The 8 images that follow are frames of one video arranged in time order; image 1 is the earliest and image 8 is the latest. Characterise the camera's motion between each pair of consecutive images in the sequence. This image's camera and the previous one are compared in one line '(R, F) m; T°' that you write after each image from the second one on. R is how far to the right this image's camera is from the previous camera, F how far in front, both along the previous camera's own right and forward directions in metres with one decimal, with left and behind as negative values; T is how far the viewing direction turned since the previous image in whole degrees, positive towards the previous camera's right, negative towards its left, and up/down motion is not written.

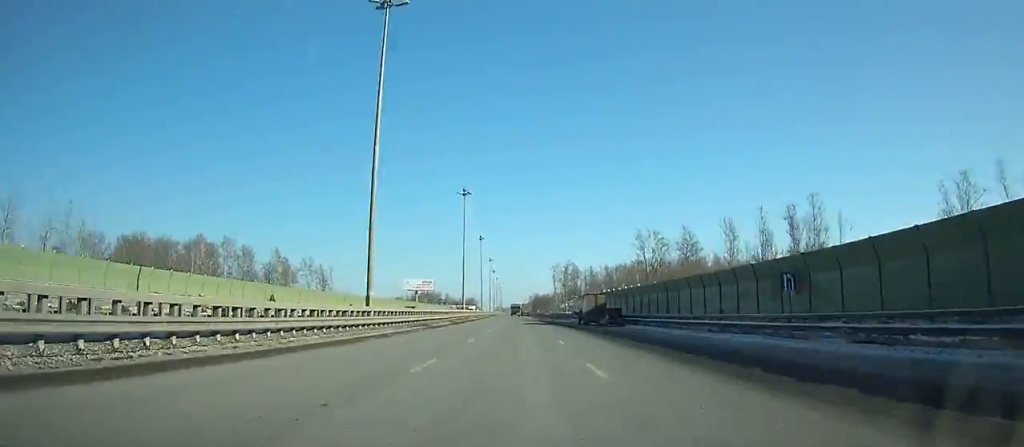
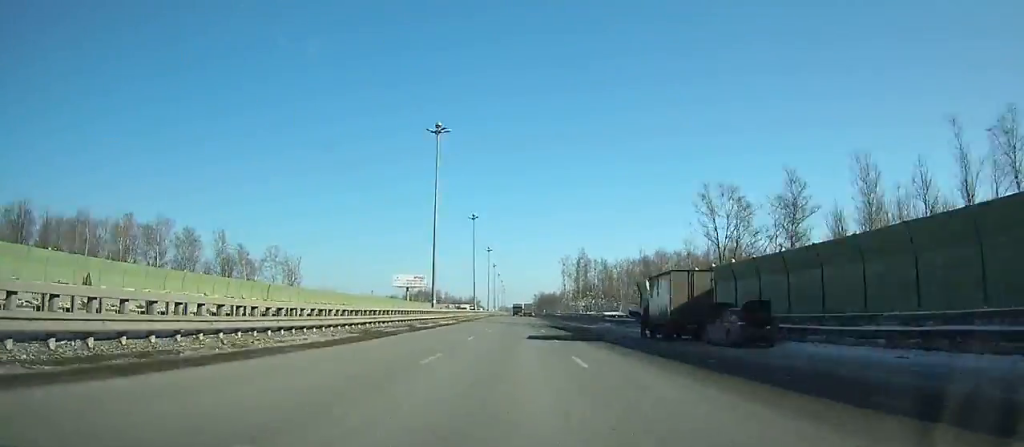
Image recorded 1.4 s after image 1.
(-0.1, +33.8) m; -1°
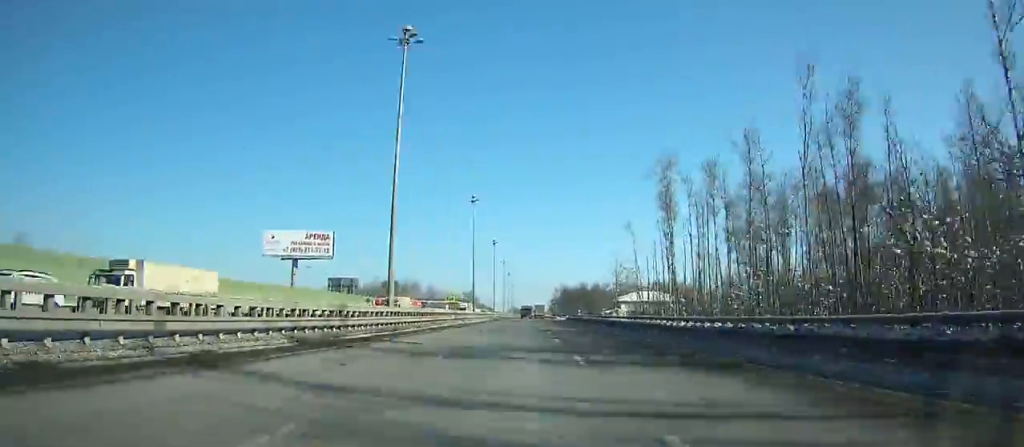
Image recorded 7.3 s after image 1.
(-2.6, +142.8) m; -1°
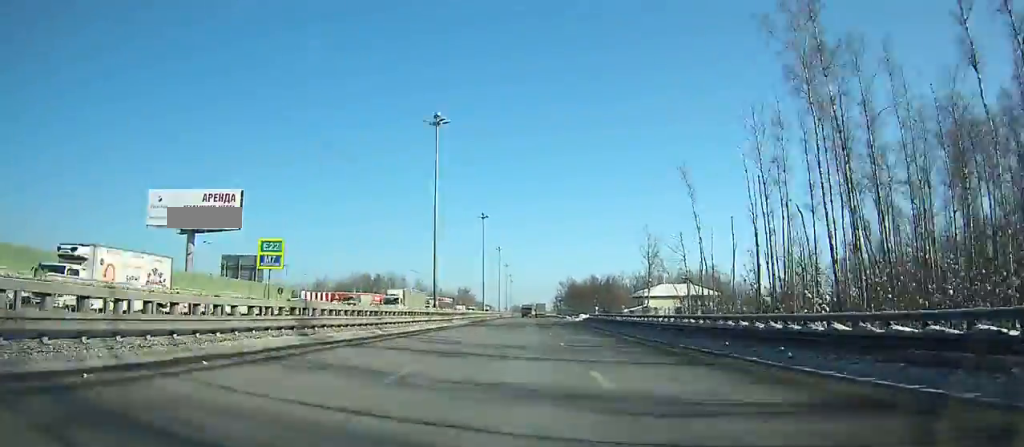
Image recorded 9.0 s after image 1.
(+0.1, +41.6) m; 0°
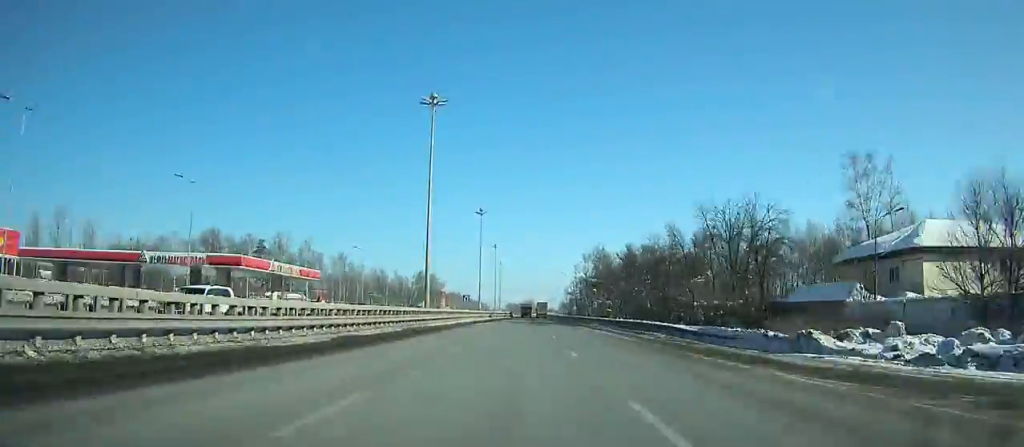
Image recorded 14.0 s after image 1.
(0.0, +122.8) m; 0°
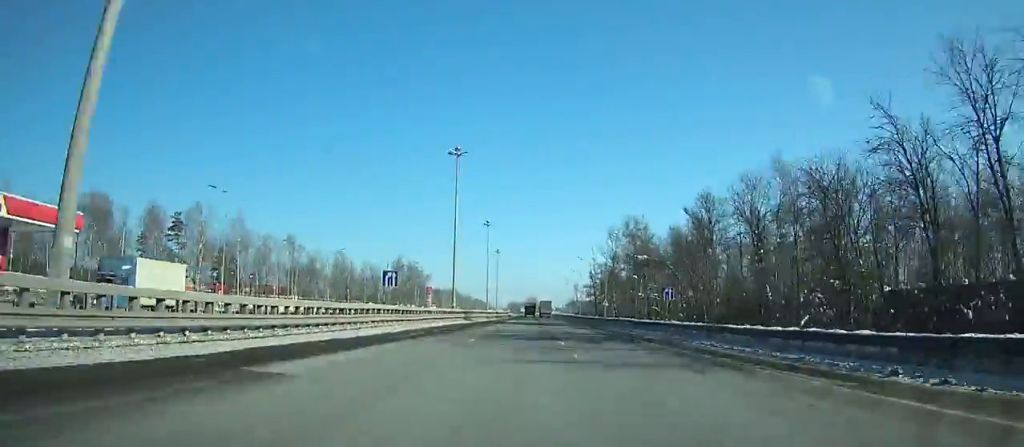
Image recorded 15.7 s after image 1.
(0.0, +41.7) m; 0°
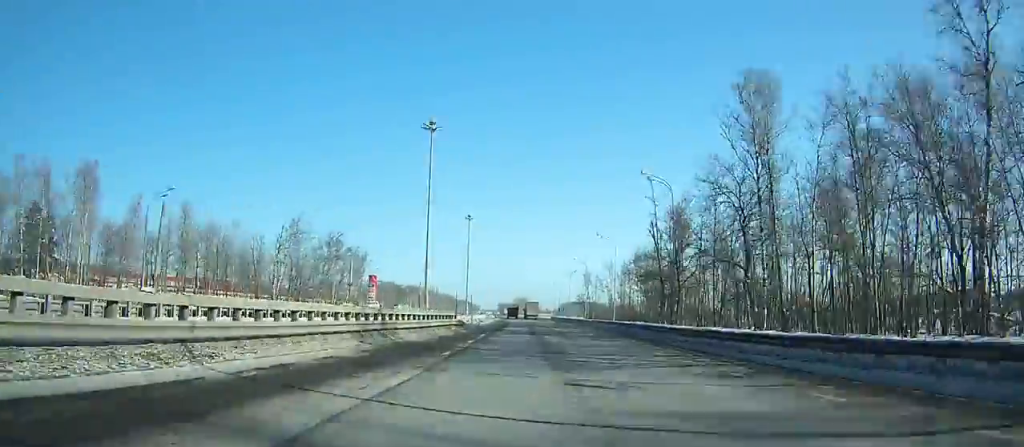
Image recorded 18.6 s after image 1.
(+0.1, +70.8) m; 0°
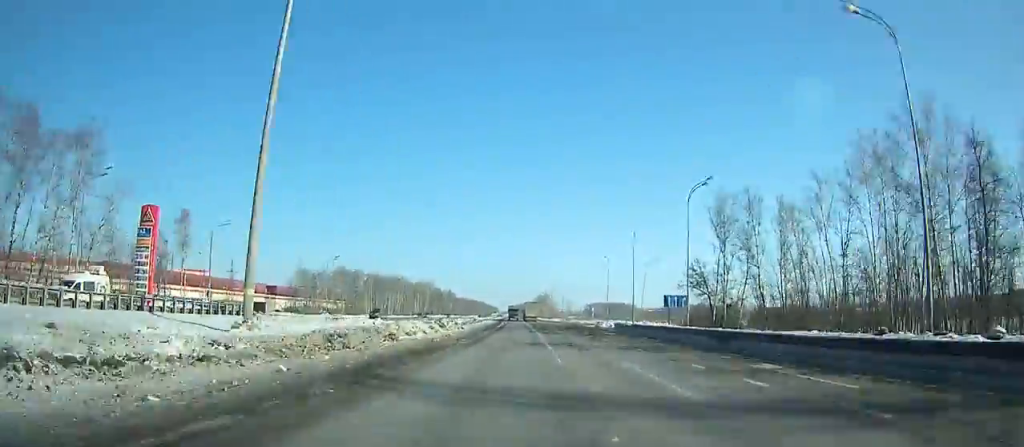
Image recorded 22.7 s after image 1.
(-0.5, +98.7) m; -1°
